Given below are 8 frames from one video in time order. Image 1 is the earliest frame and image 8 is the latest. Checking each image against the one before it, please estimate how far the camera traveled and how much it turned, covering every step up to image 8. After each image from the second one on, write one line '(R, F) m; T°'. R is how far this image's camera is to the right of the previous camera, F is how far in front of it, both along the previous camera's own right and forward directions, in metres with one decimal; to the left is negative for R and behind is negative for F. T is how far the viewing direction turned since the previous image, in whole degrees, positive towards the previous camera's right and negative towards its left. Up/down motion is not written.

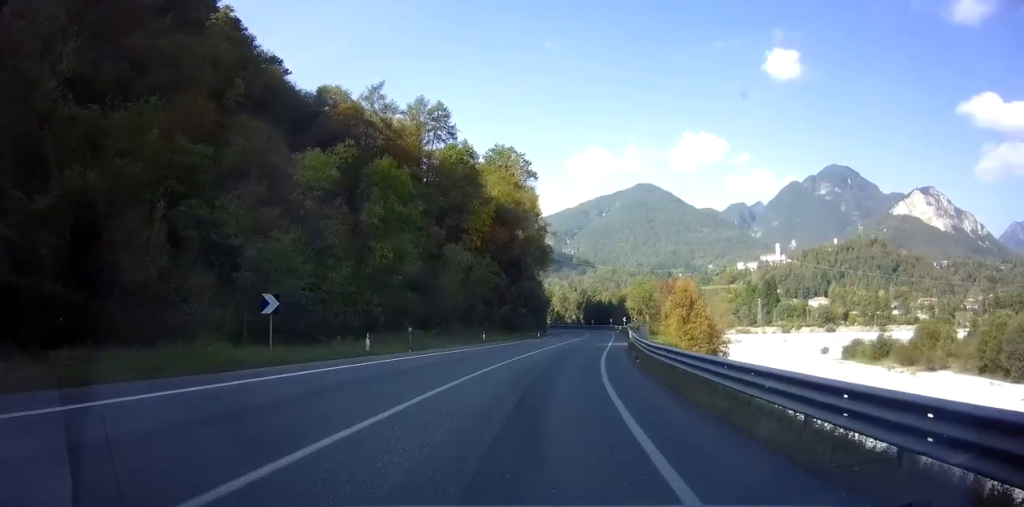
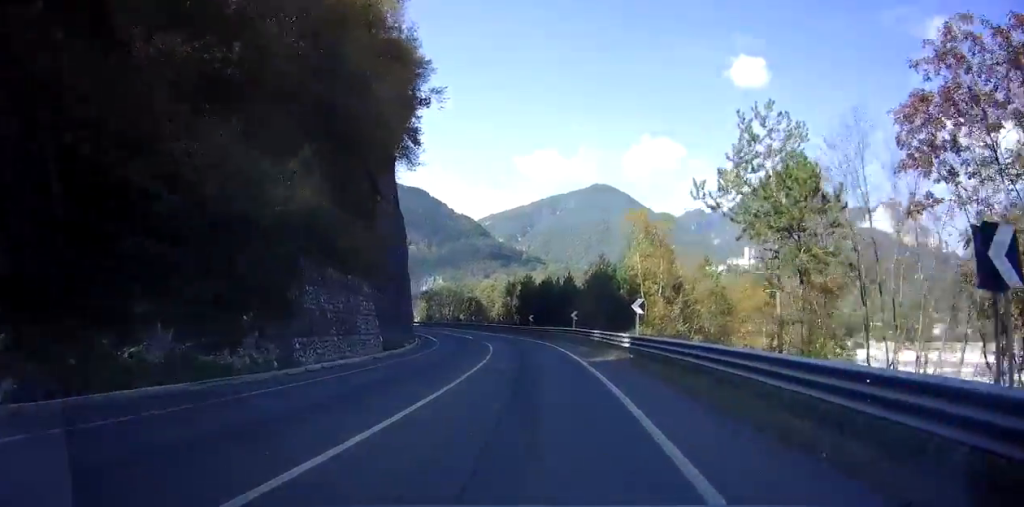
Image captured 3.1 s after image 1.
(+4.1, +65.9) m; +1°
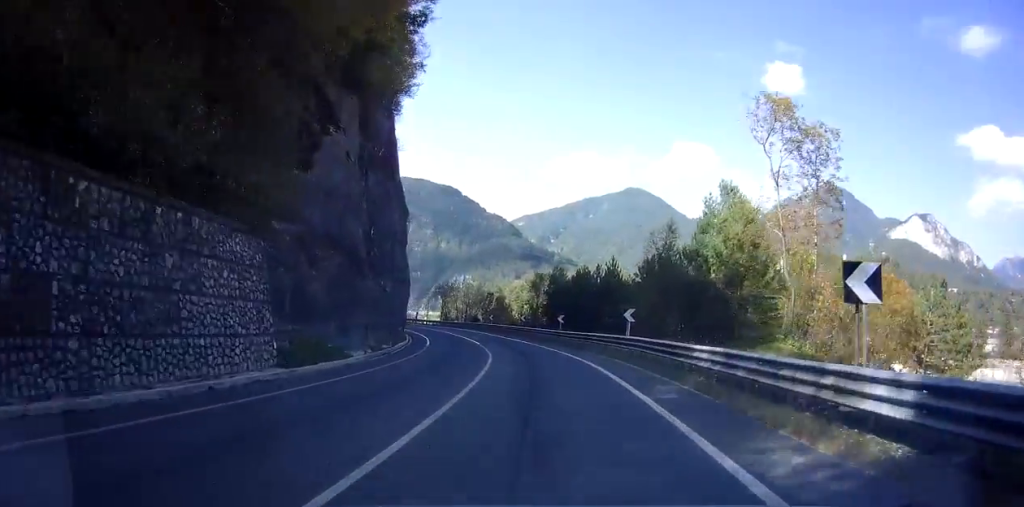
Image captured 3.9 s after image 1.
(-0.3, +15.1) m; -3°
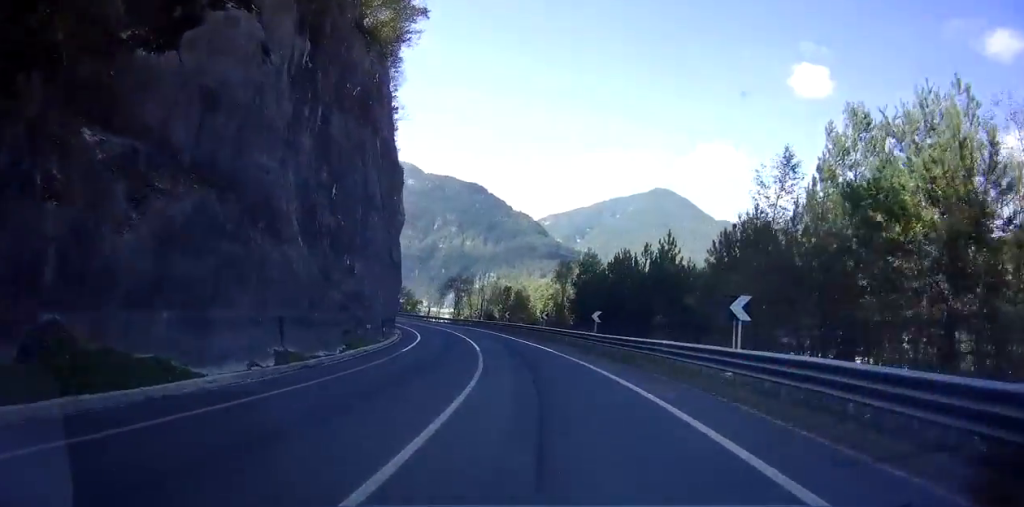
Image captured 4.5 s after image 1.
(-0.4, +12.3) m; -3°
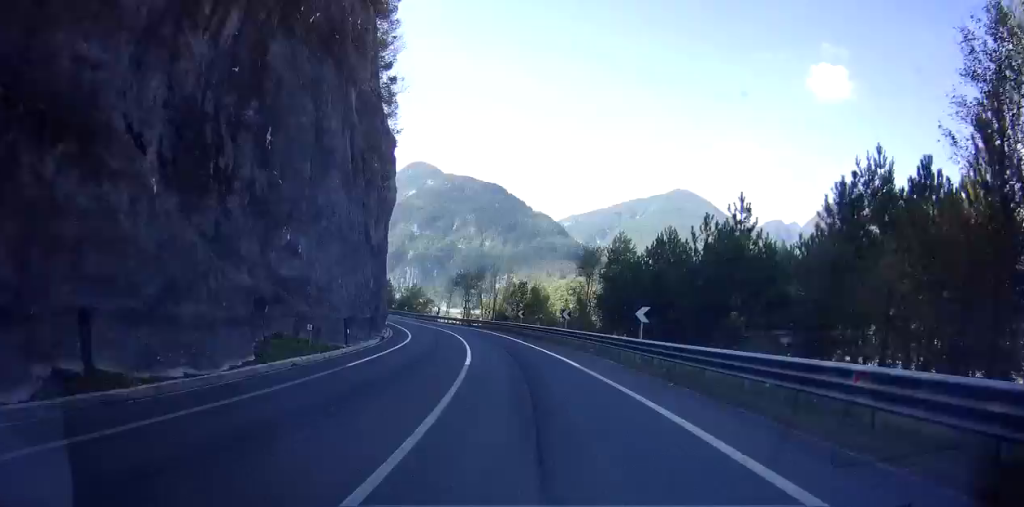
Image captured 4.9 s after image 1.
(0.0, +9.5) m; -3°
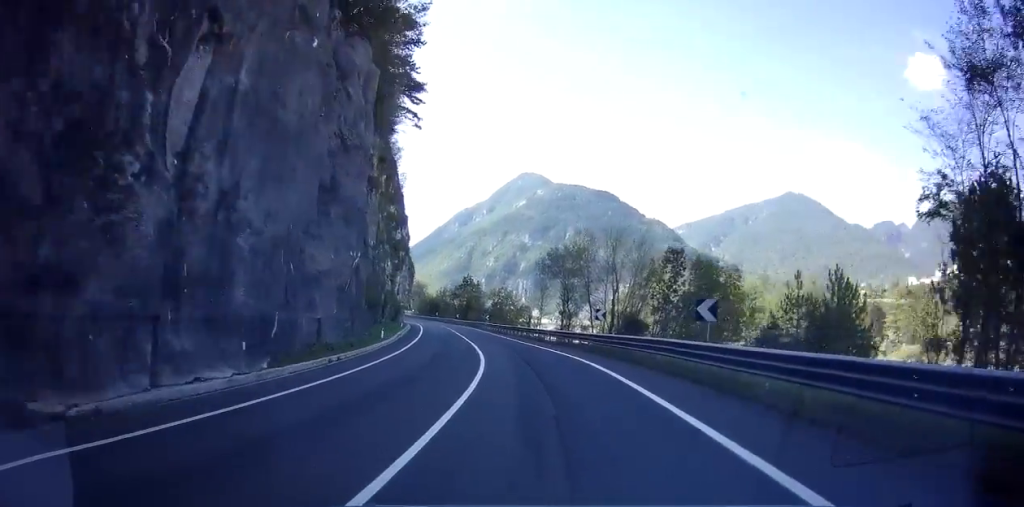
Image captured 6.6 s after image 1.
(-4.1, +34.6) m; -13°
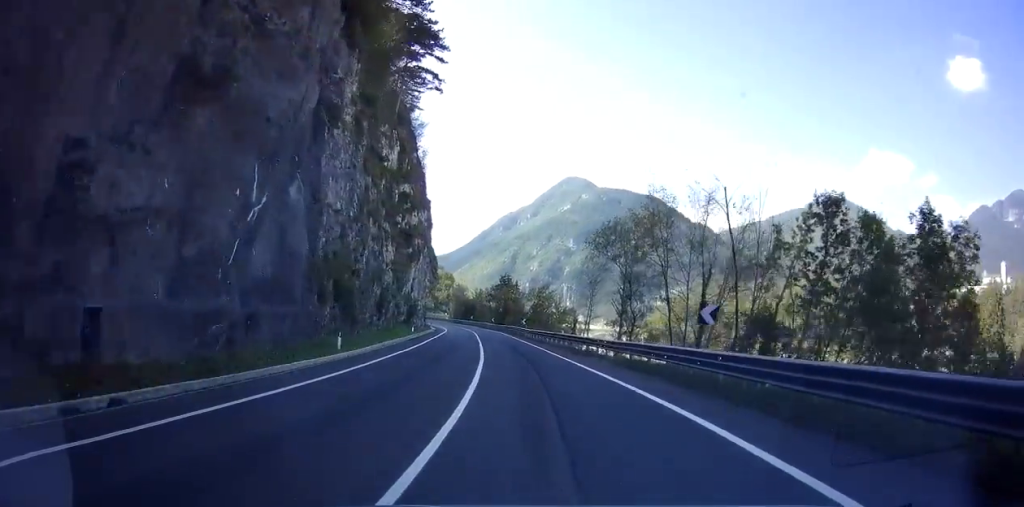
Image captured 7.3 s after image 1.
(-0.6, +13.7) m; -3°
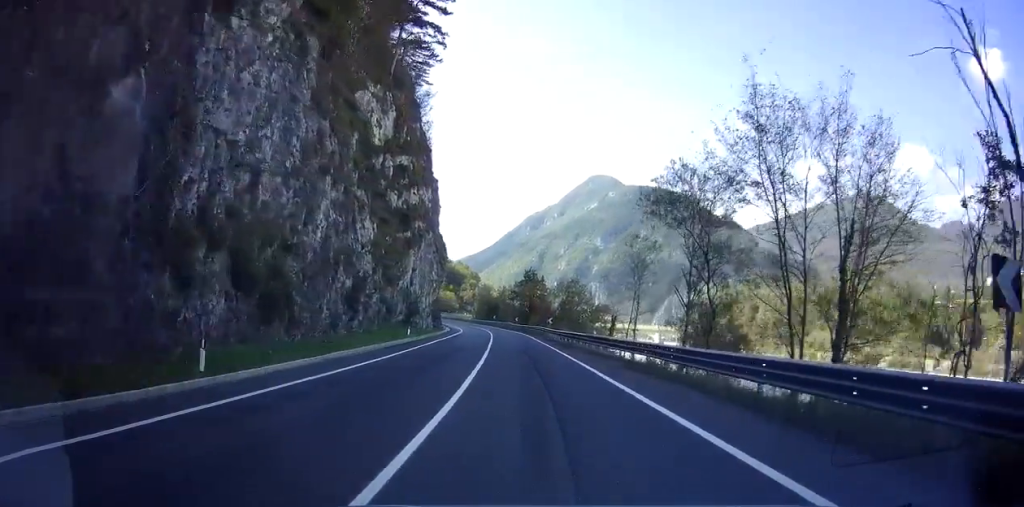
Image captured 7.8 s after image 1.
(-0.3, +10.9) m; -2°
